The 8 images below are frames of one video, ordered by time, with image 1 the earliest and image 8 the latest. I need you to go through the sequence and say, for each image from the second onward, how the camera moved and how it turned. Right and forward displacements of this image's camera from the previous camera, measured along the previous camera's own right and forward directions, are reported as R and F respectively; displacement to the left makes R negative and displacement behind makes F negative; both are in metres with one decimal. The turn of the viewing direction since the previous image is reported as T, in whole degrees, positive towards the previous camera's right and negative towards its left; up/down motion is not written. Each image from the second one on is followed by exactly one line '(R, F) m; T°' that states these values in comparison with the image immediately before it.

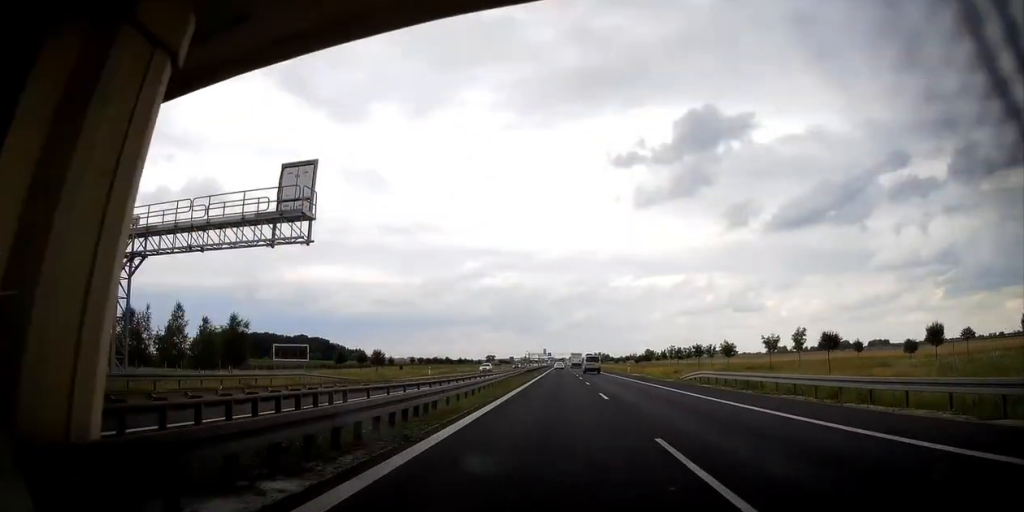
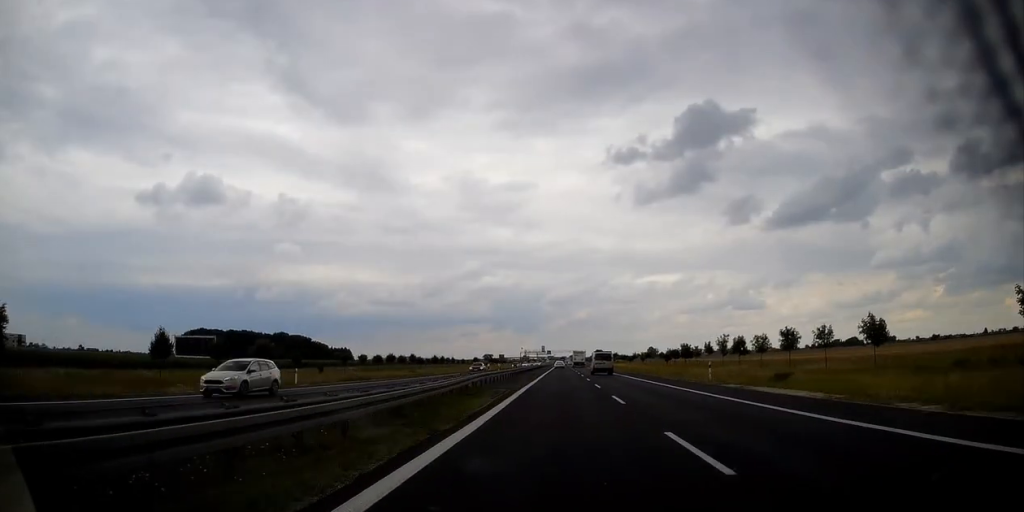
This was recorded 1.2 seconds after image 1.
(+0.1, +43.2) m; 0°
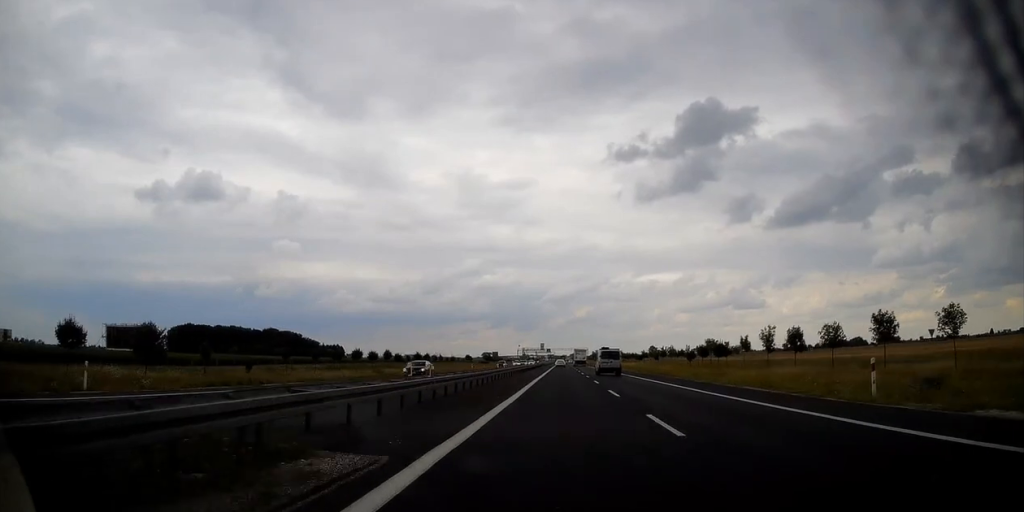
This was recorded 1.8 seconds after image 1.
(+0.1, +20.4) m; 0°
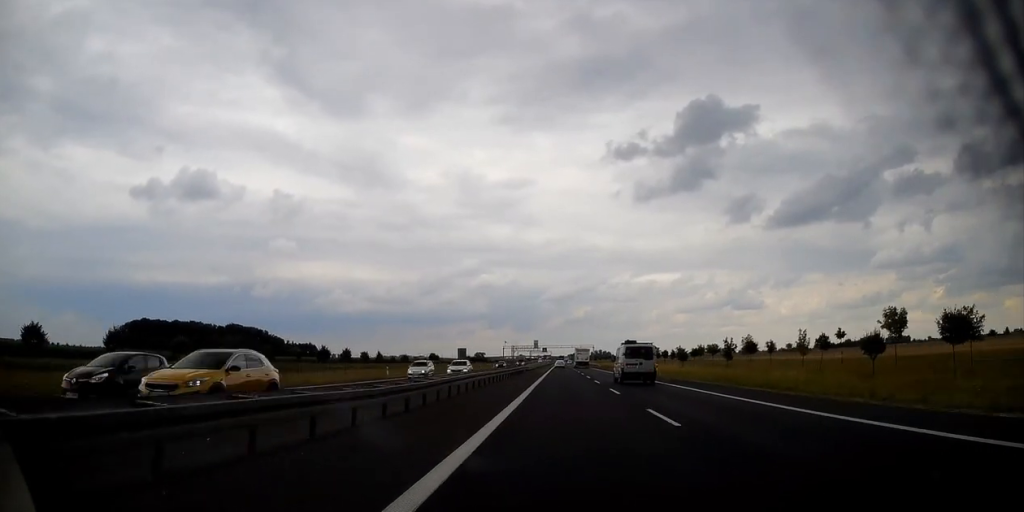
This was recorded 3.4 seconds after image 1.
(-0.3, +58.7) m; 0°
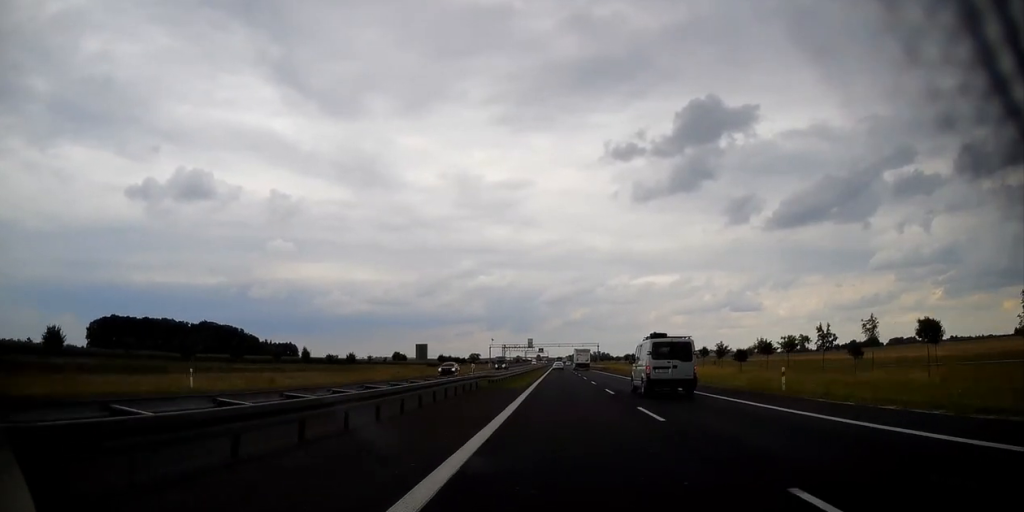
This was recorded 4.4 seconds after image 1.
(+0.2, +34.6) m; +1°
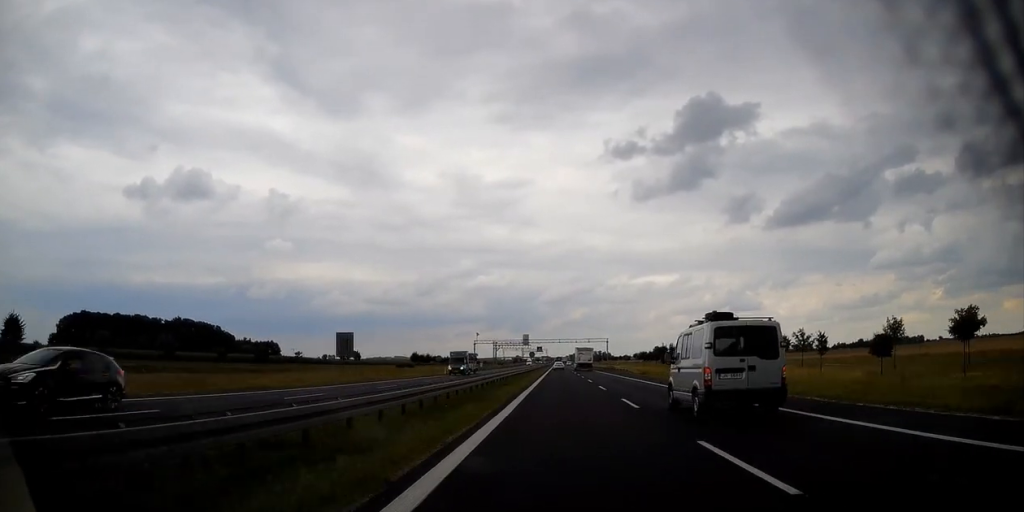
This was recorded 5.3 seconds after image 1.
(+0.1, +32.1) m; 0°
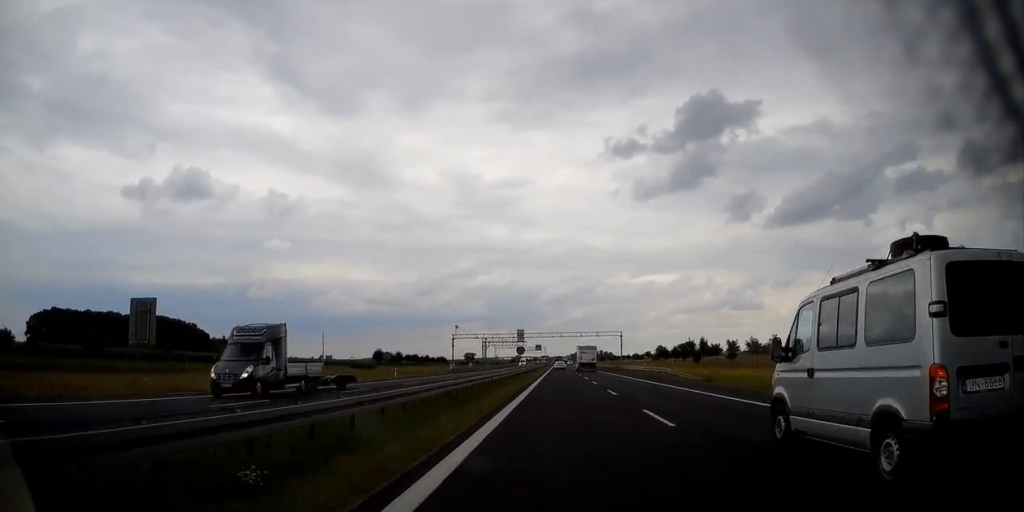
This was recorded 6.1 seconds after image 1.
(+0.2, +29.6) m; 0°
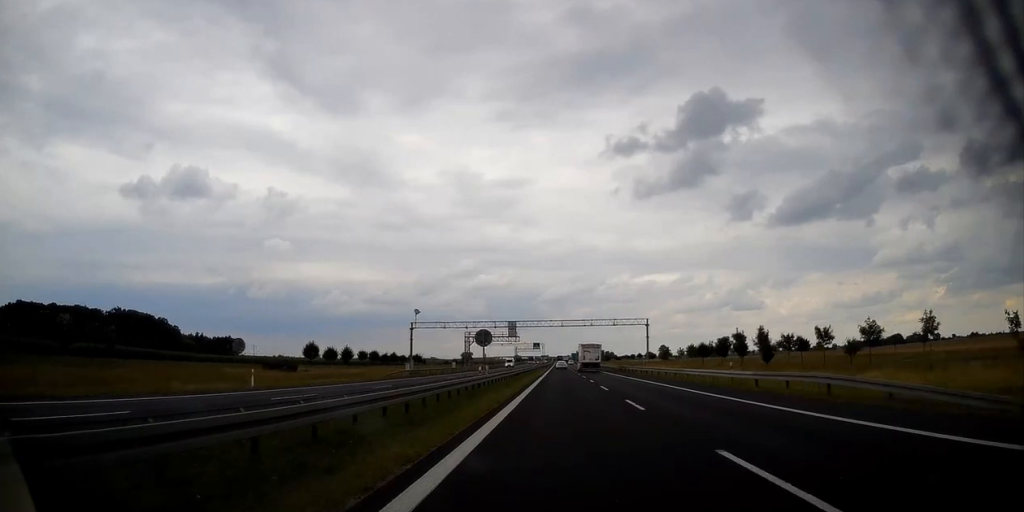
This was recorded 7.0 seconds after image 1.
(-0.3, +32.0) m; -1°
